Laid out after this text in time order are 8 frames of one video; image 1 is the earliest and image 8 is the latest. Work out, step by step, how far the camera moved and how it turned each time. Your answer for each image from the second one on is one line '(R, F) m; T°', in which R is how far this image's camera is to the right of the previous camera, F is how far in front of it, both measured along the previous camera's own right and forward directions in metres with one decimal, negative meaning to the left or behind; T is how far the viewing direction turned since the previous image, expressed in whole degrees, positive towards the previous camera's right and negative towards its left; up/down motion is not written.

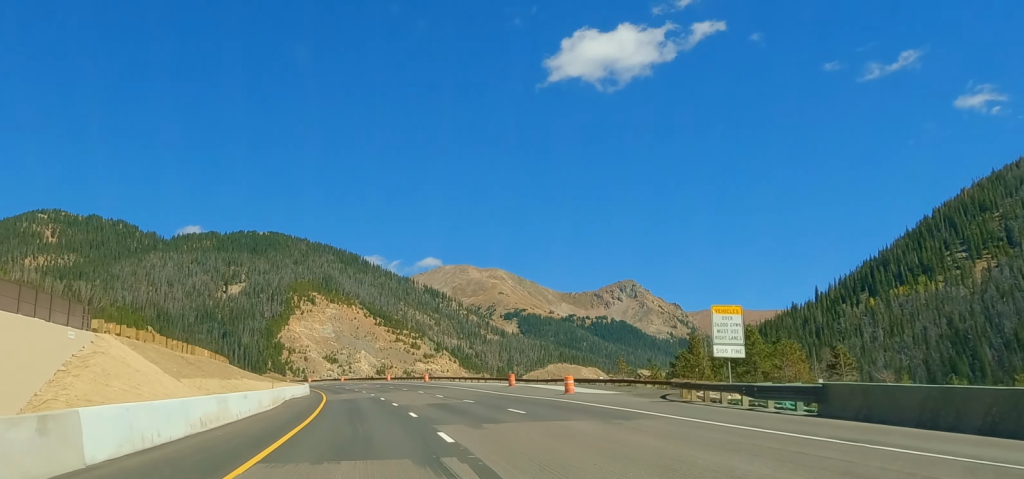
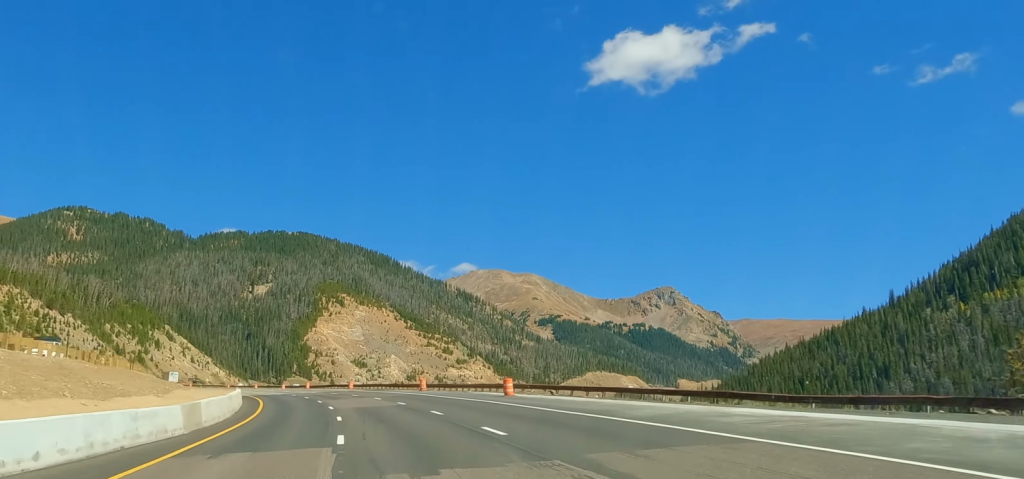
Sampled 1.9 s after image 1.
(-1.9, +59.6) m; -5°
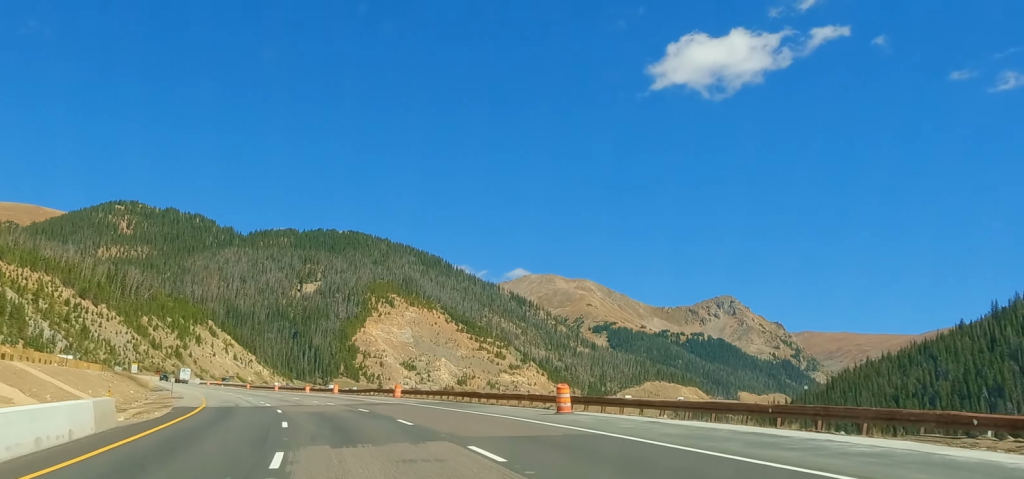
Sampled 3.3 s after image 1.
(-1.6, +41.9) m; -5°
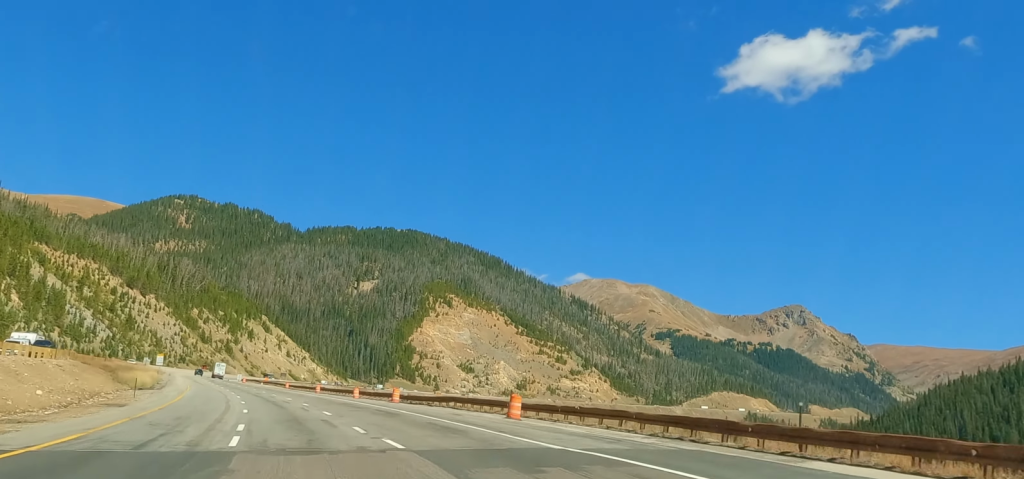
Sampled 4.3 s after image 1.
(-0.5, +31.6) m; -4°
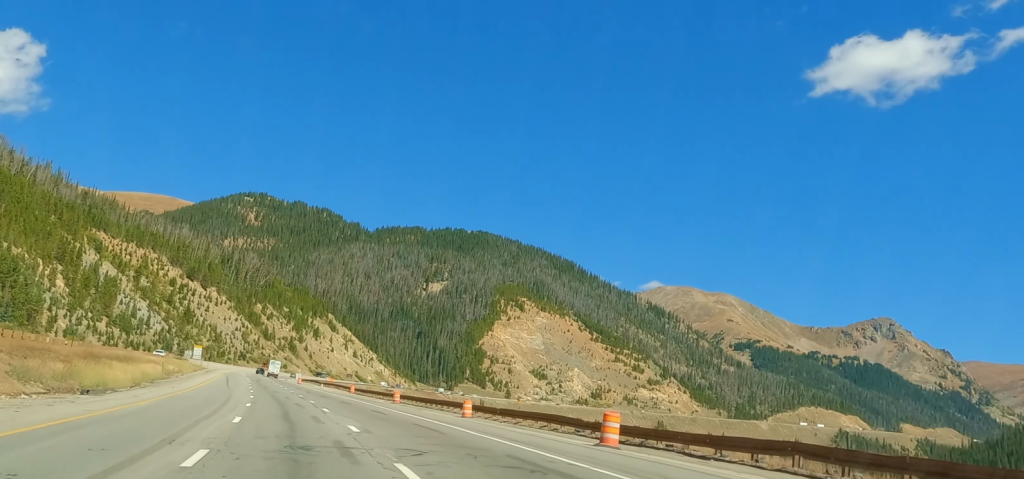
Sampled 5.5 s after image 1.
(-1.9, +35.3) m; -3°
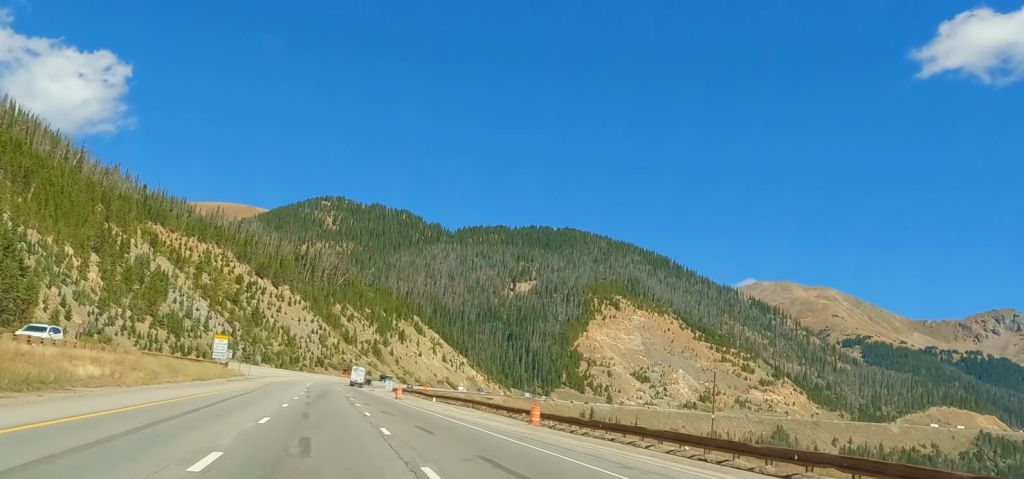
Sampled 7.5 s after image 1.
(-2.7, +61.3) m; -3°
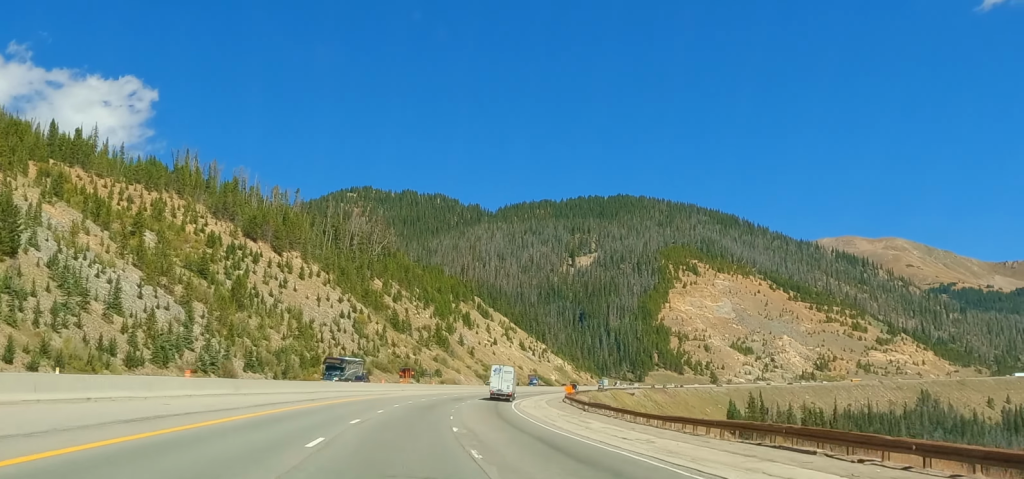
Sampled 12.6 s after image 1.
(+0.9, +151.9) m; +4°
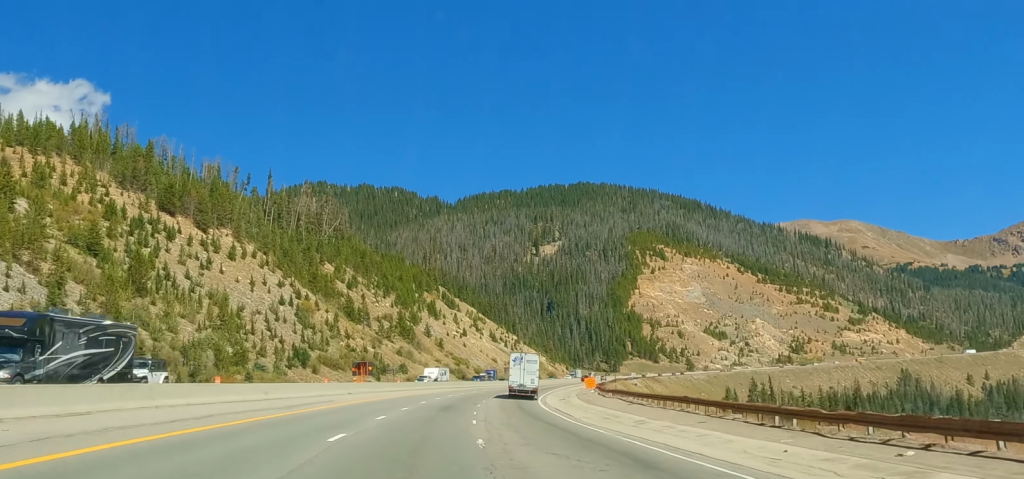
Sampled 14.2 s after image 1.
(+1.8, +46.6) m; +4°
